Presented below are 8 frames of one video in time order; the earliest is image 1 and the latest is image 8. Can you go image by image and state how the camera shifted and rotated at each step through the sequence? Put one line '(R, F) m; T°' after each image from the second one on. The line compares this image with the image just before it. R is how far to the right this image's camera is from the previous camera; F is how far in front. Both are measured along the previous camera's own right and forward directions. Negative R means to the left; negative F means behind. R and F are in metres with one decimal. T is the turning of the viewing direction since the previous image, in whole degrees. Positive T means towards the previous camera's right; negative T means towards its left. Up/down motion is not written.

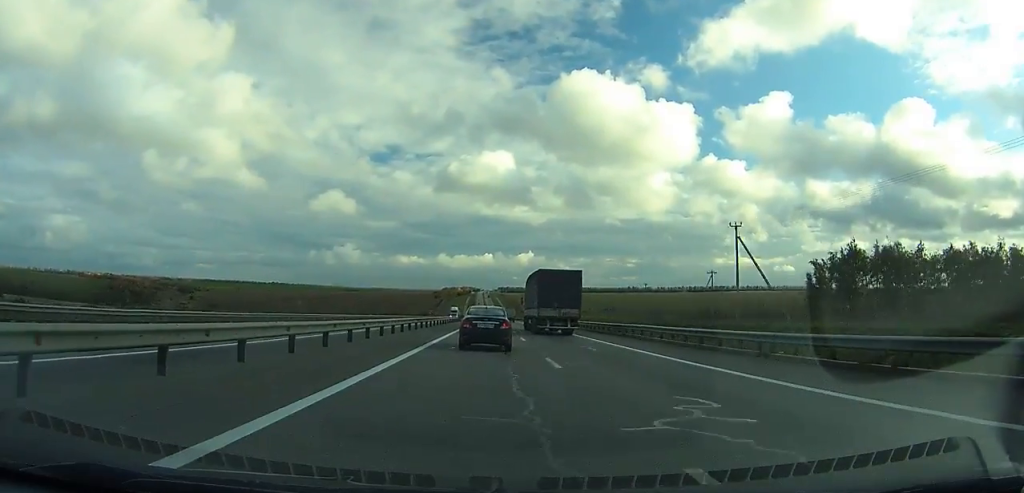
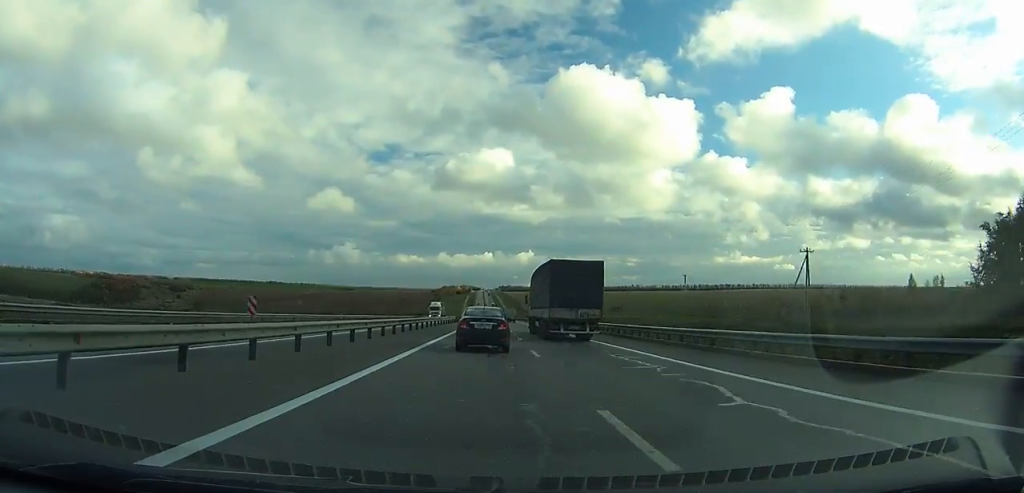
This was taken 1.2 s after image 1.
(+0.2, +35.0) m; 0°
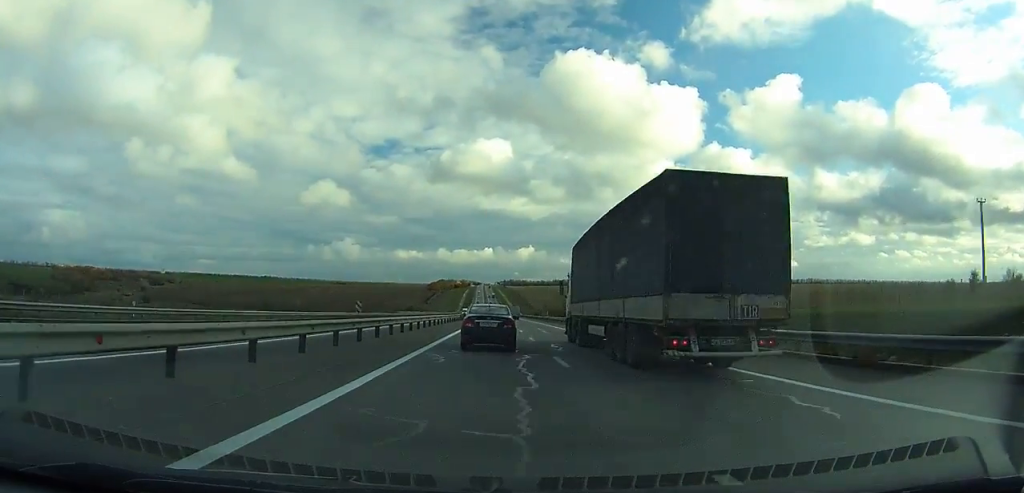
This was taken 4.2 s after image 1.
(+0.1, +87.7) m; 0°
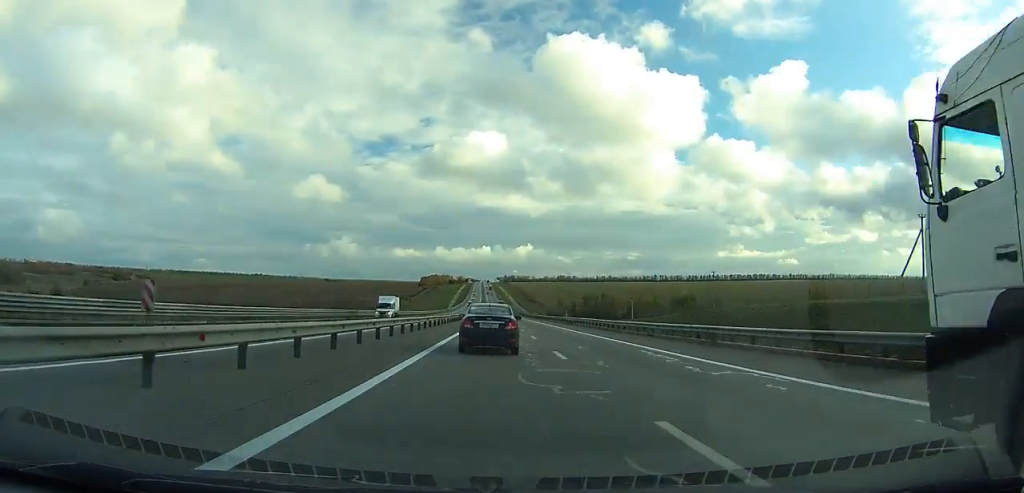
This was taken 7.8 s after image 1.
(-0.2, +105.7) m; 0°
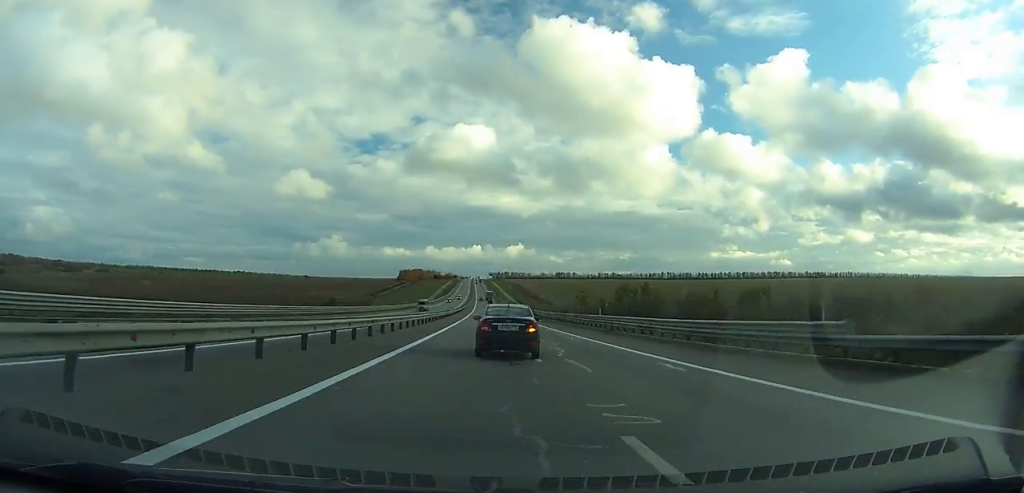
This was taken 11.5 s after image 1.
(+0.3, +108.8) m; +1°
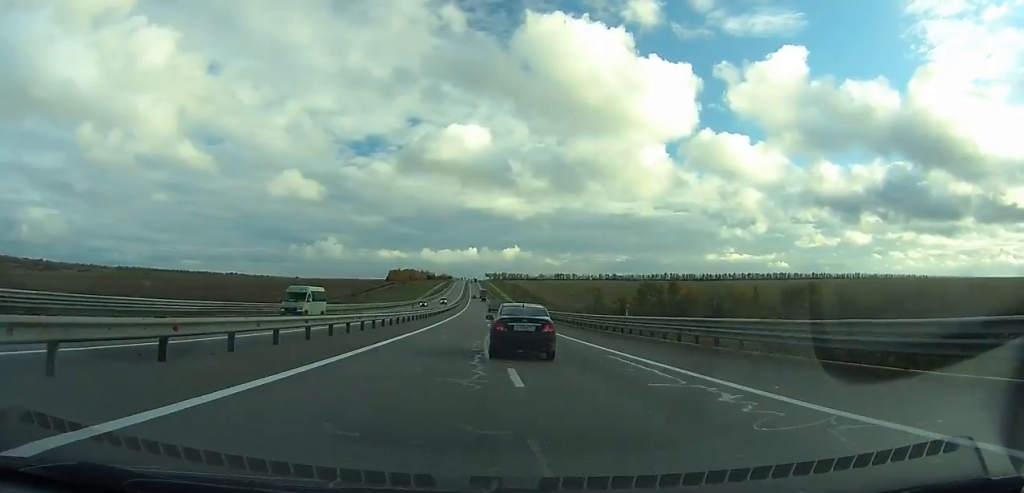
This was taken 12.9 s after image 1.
(+0.2, +41.0) m; 0°
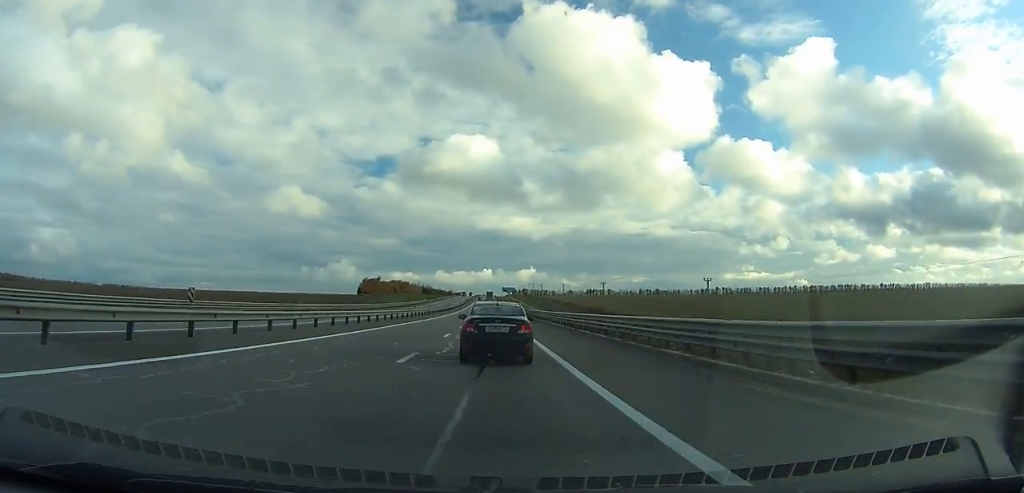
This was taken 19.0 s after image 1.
(-0.6, +177.2) m; -1°
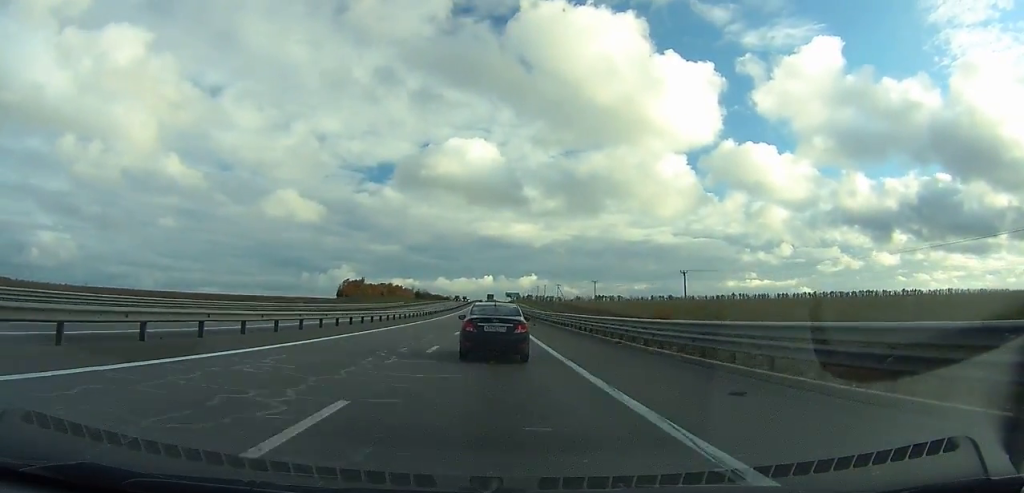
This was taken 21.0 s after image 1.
(-0.5, +57.3) m; -1°
